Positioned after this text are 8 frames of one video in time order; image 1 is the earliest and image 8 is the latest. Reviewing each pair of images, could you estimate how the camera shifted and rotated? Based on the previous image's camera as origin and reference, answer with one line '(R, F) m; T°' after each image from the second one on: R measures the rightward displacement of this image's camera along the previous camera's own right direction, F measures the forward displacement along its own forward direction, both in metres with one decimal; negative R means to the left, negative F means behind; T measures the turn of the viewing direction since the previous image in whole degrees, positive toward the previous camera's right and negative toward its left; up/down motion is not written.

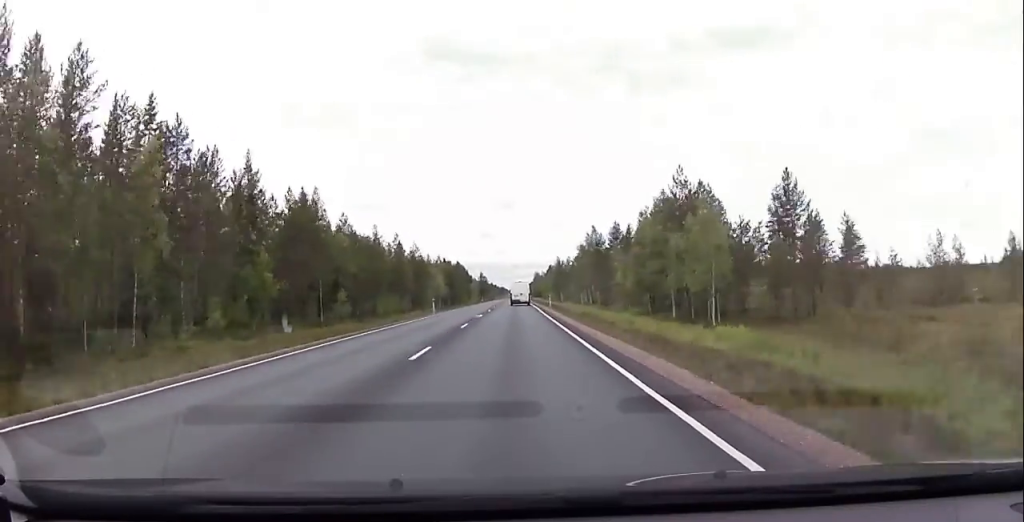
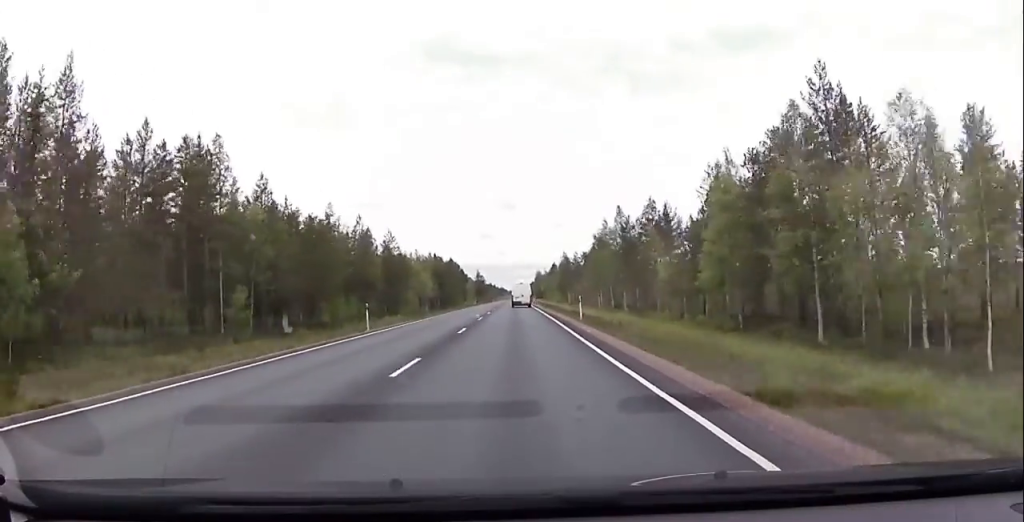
(0.0, +26.5) m; -1°
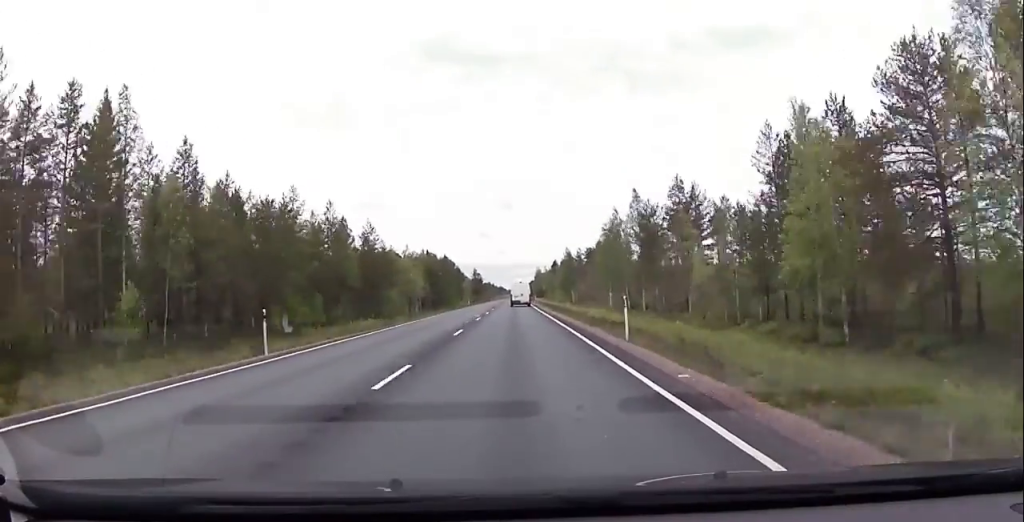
(-0.3, +13.3) m; 0°
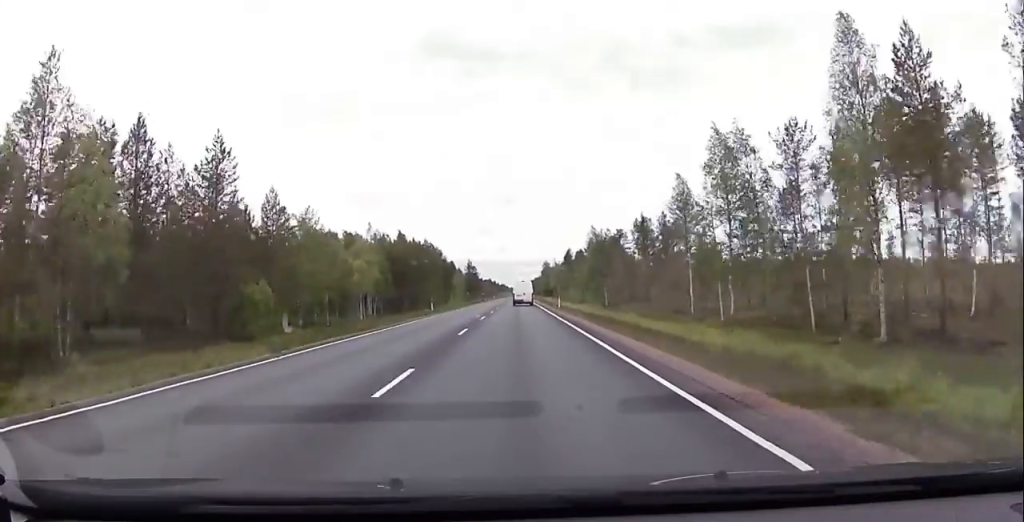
(+0.6, +48.3) m; +1°
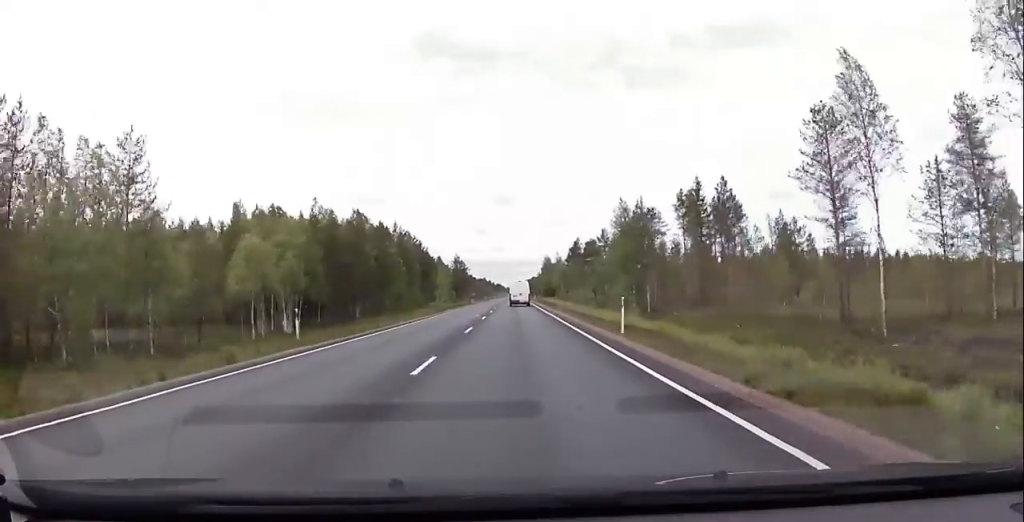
(0.0, +33.3) m; 0°
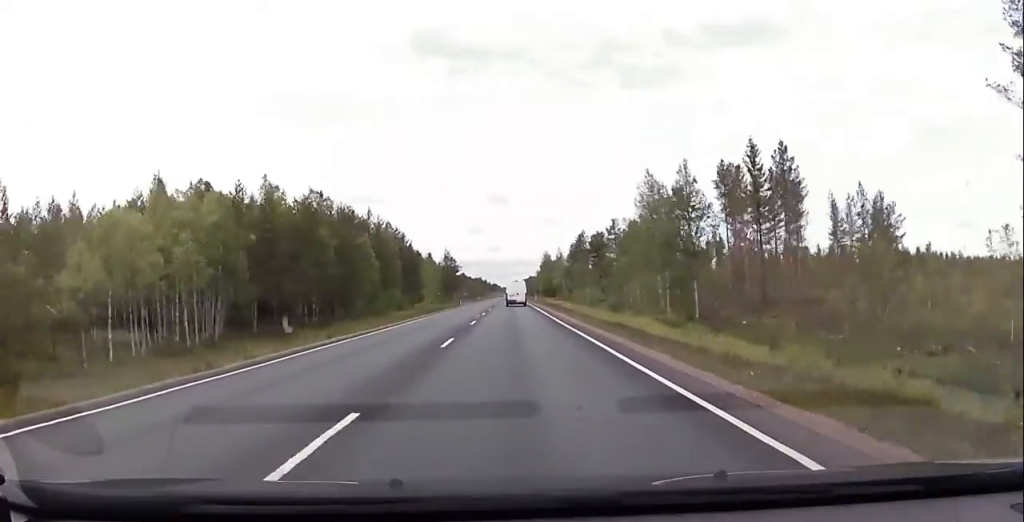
(0.0, +18.3) m; 0°
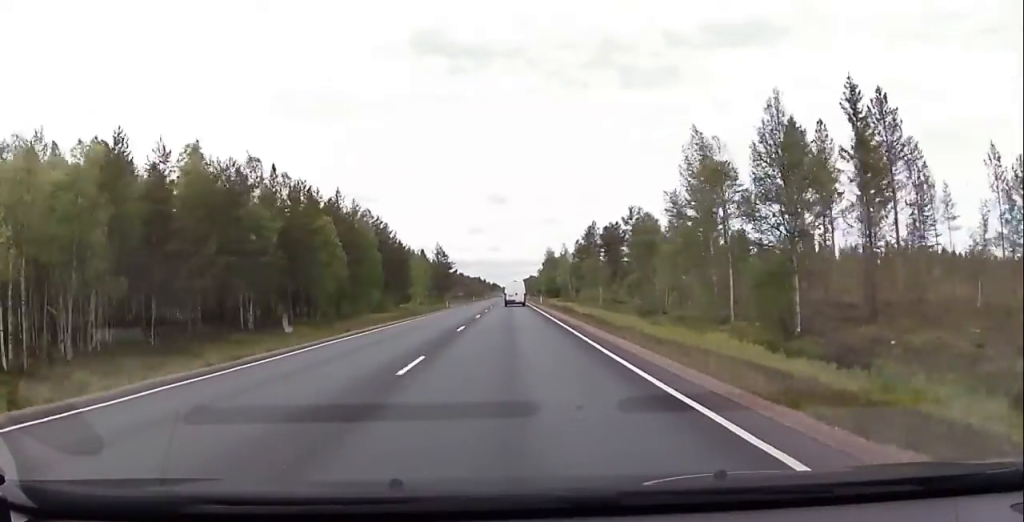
(0.0, +17.5) m; 0°
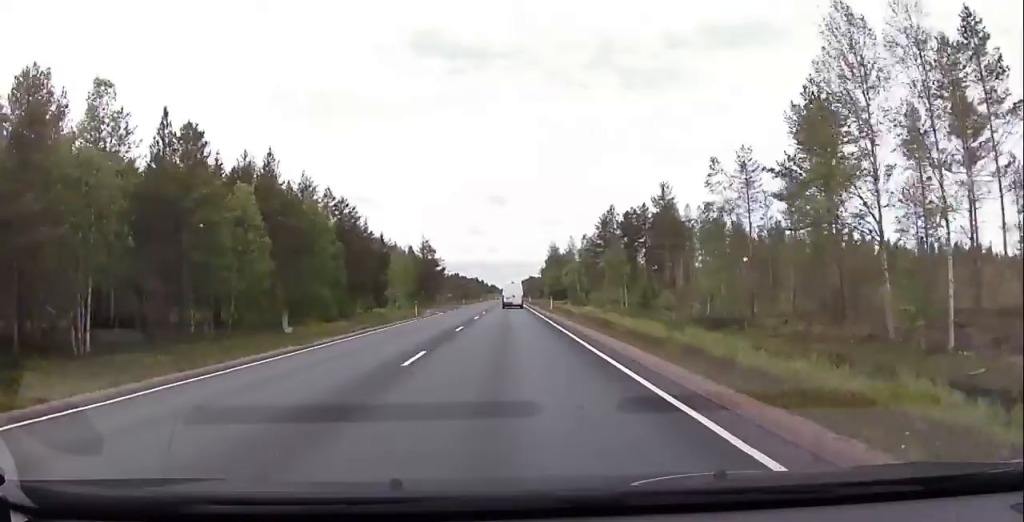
(0.0, +22.5) m; 0°
